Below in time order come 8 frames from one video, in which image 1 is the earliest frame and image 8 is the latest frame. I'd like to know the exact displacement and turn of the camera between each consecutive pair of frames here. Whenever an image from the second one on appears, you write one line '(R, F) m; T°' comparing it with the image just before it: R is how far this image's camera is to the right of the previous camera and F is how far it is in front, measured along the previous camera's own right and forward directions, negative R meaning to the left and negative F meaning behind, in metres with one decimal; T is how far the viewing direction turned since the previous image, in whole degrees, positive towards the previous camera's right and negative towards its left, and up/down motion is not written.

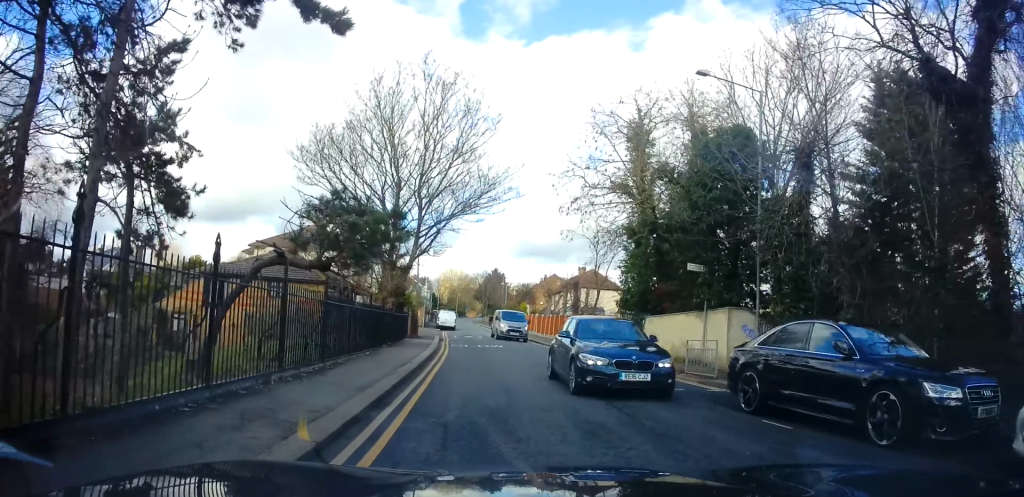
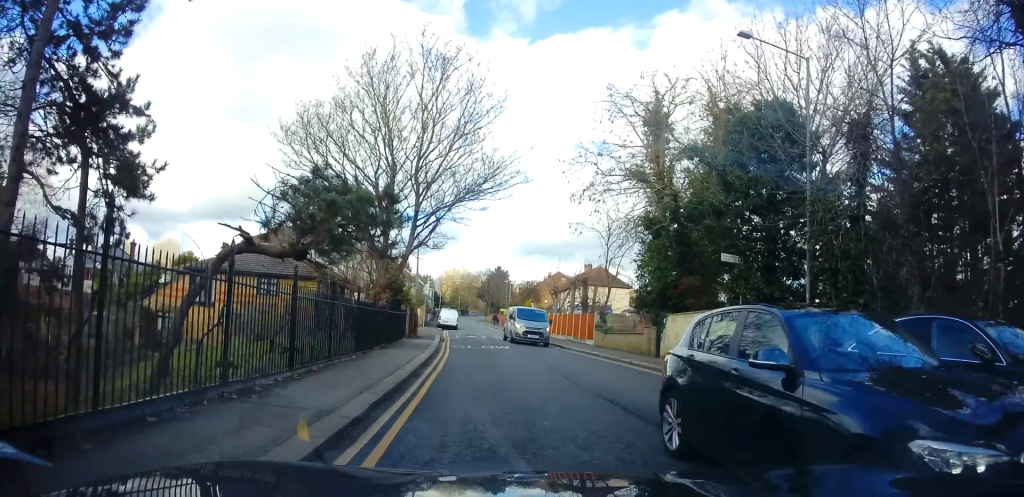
(+0.1, +2.4) m; 0°
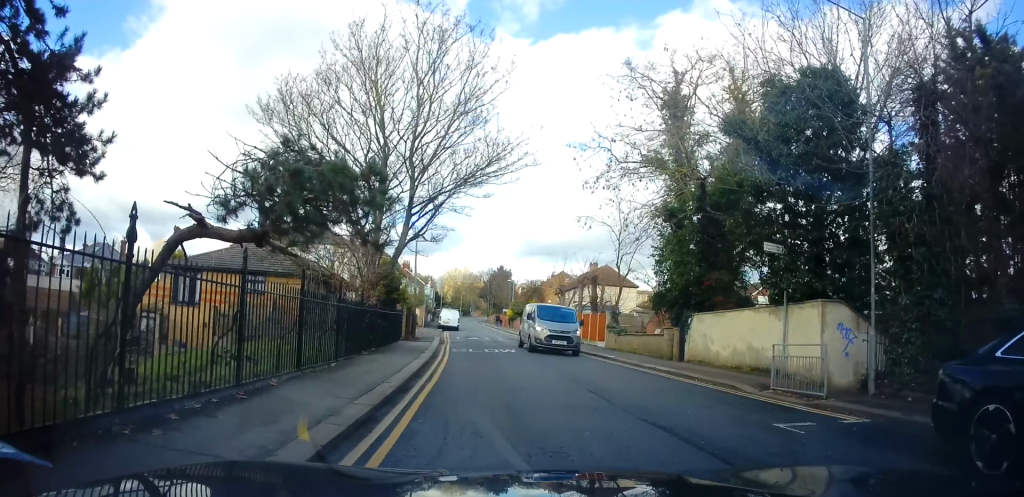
(0.0, +2.5) m; -1°
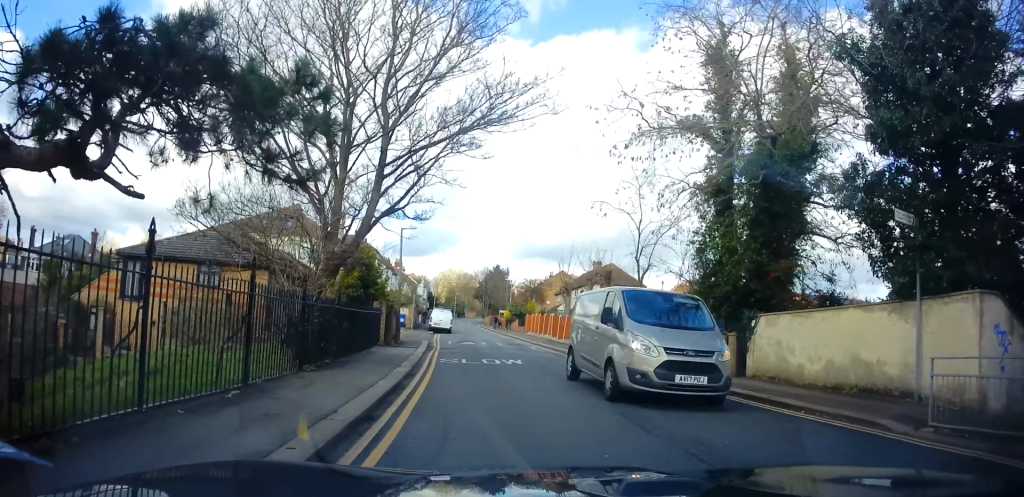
(-0.2, +5.2) m; -1°
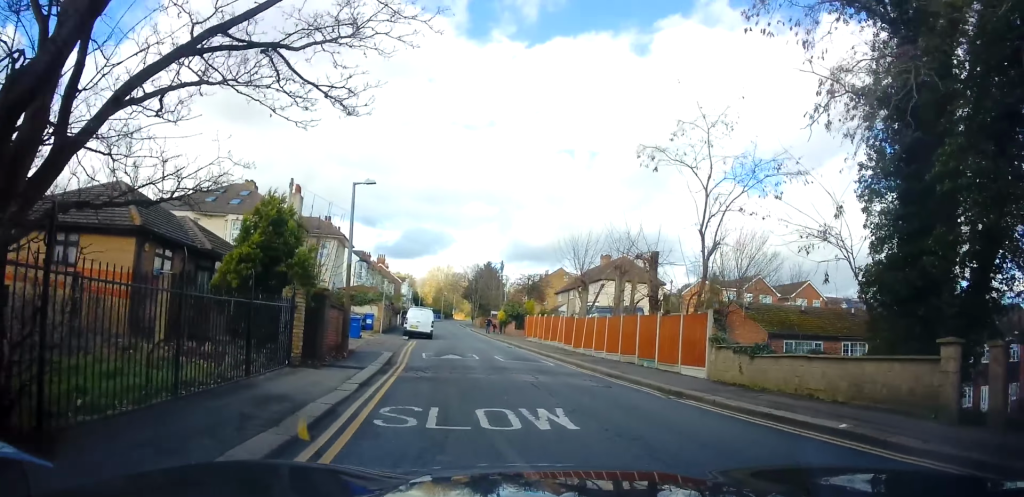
(+0.3, +9.9) m; +2°
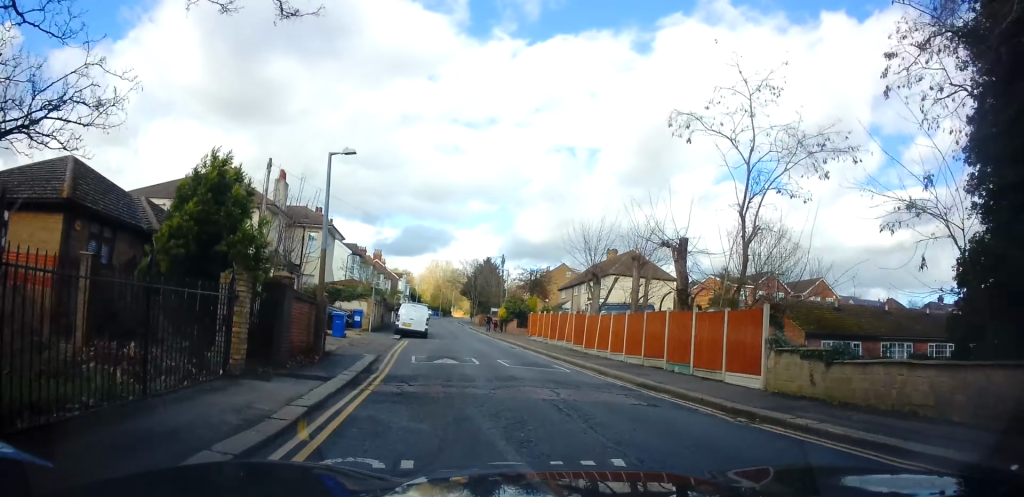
(-0.2, +3.3) m; 0°
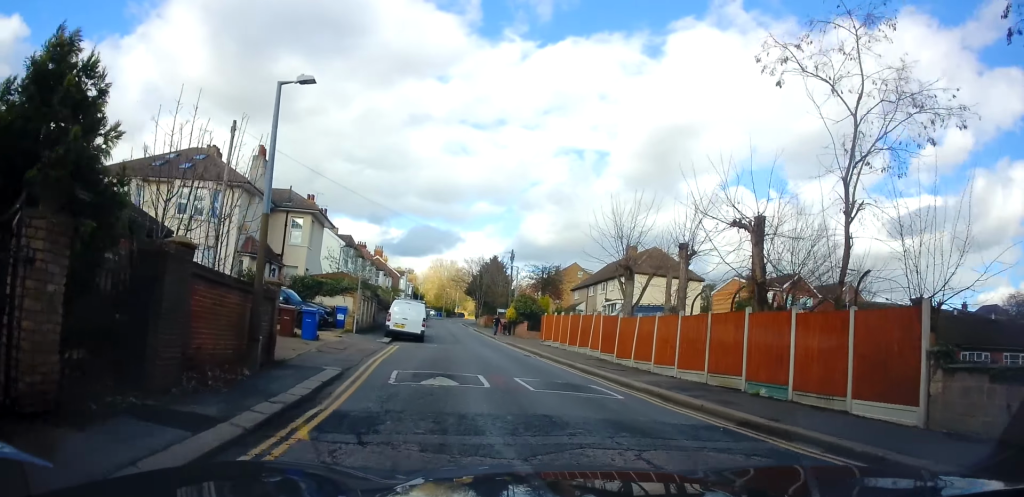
(+0.2, +5.1) m; 0°
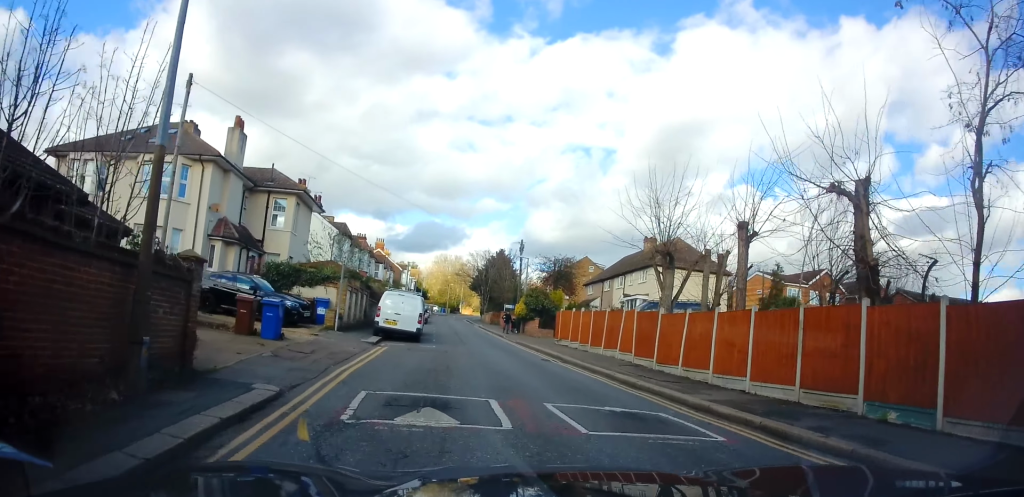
(-0.1, +4.2) m; -2°
